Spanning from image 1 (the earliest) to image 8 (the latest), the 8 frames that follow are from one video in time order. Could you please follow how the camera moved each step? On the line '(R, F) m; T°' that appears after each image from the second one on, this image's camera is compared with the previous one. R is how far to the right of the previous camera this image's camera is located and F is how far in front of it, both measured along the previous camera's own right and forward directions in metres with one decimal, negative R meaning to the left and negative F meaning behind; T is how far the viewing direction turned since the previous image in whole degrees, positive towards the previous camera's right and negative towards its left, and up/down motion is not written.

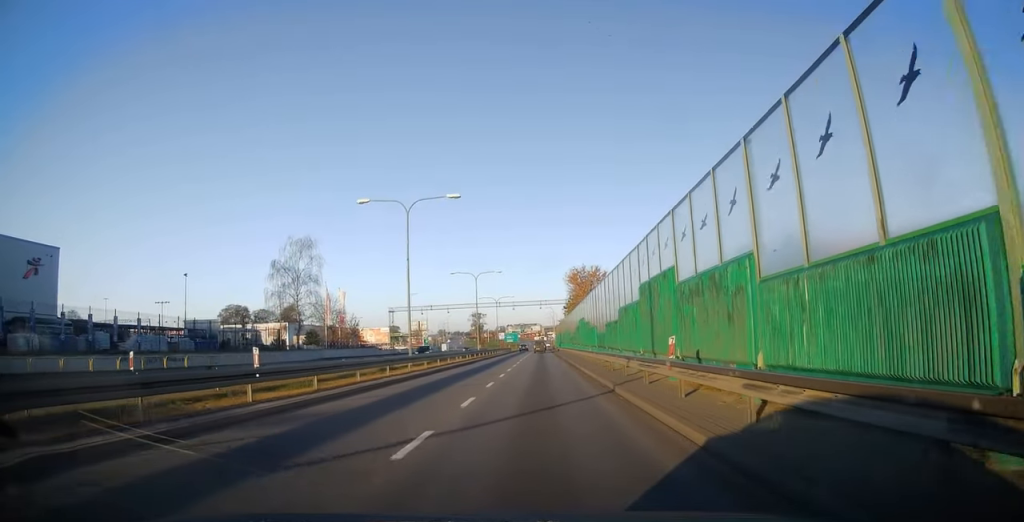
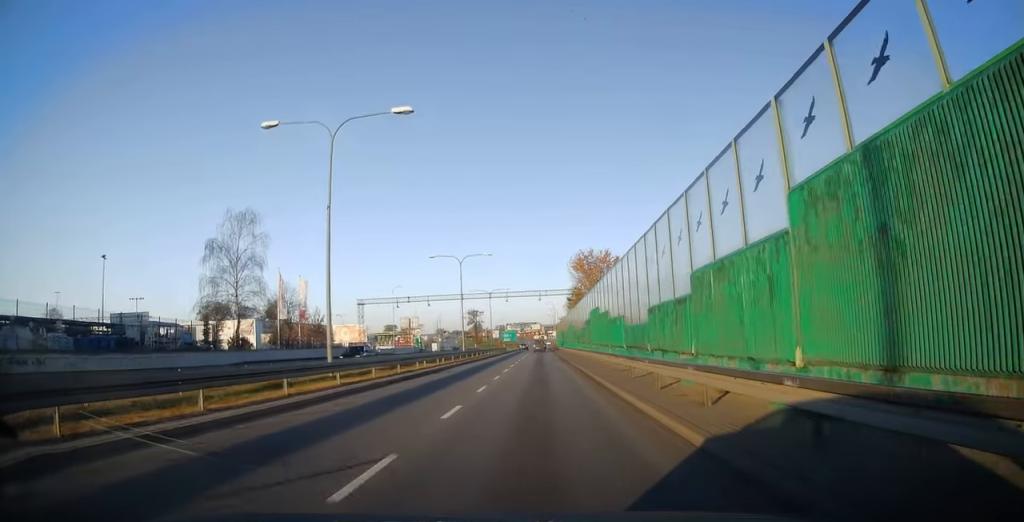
(-0.1, +14.1) m; 0°
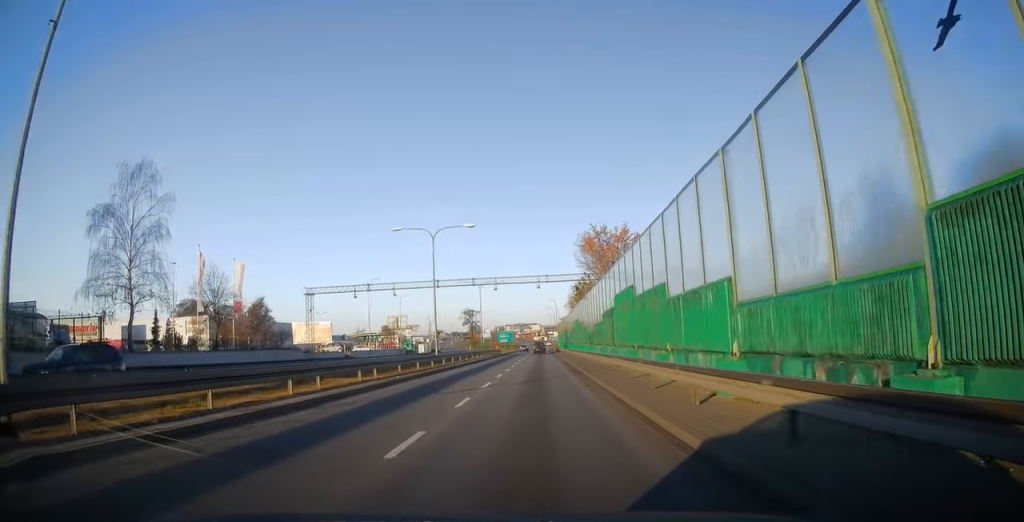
(+0.2, +15.7) m; +1°
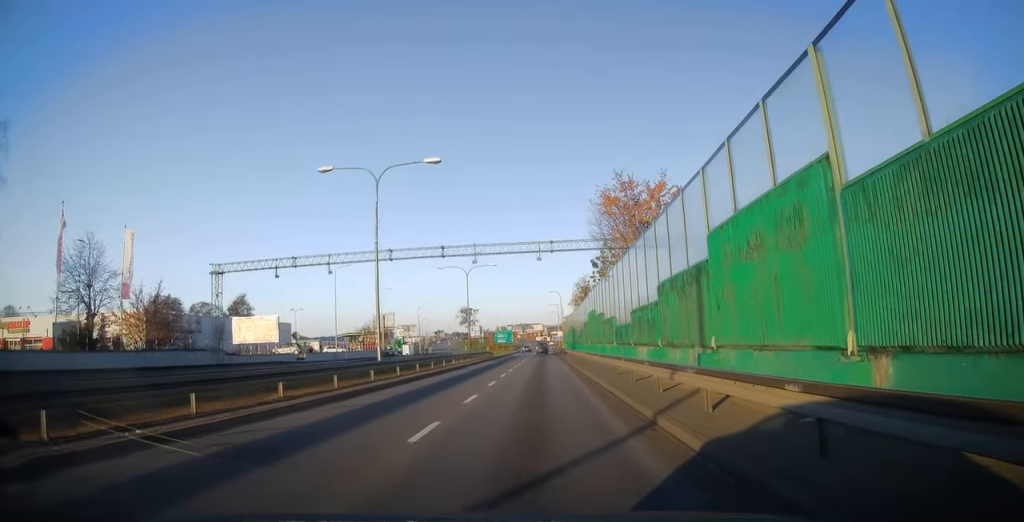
(0.0, +16.8) m; -1°
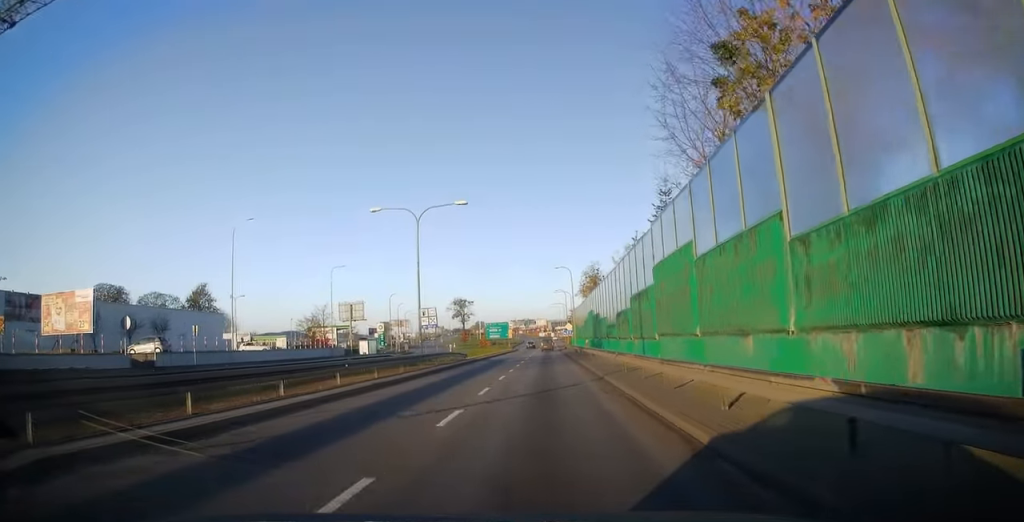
(-0.1, +28.6) m; +1°
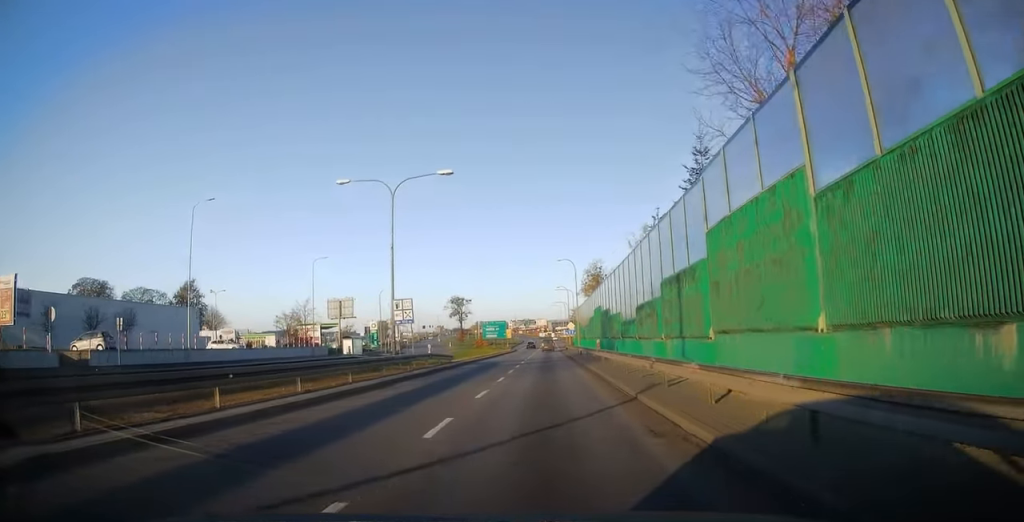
(+0.2, +7.1) m; 0°
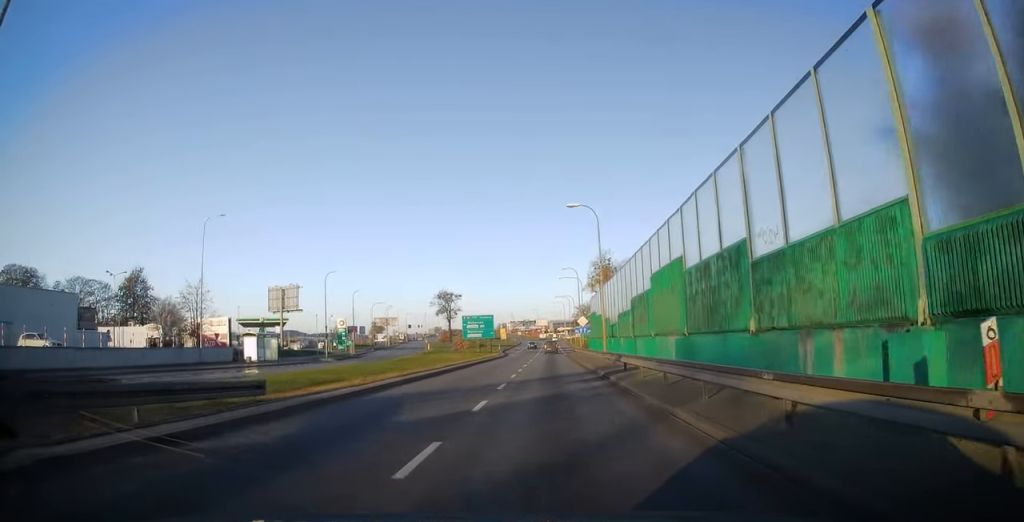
(-0.4, +27.1) m; -1°
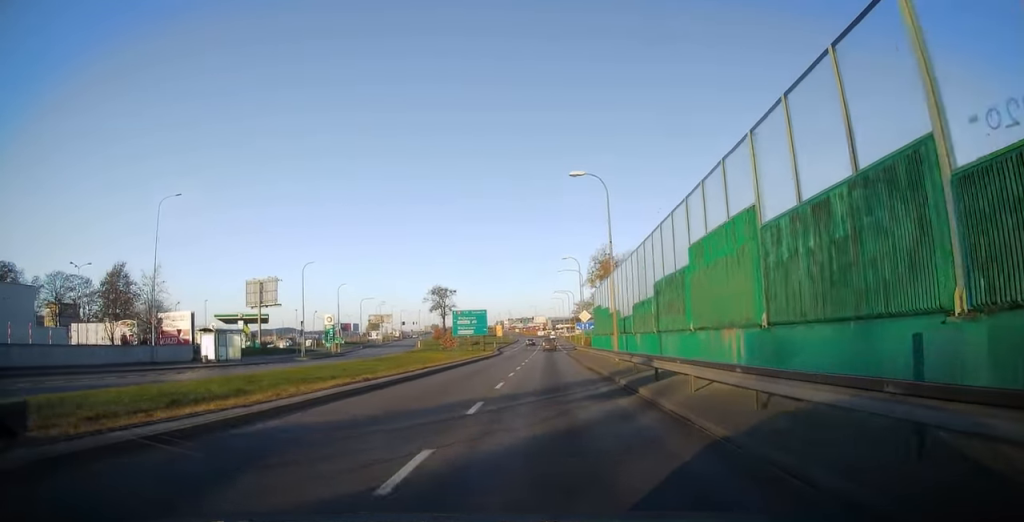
(0.0, +6.9) m; 0°
